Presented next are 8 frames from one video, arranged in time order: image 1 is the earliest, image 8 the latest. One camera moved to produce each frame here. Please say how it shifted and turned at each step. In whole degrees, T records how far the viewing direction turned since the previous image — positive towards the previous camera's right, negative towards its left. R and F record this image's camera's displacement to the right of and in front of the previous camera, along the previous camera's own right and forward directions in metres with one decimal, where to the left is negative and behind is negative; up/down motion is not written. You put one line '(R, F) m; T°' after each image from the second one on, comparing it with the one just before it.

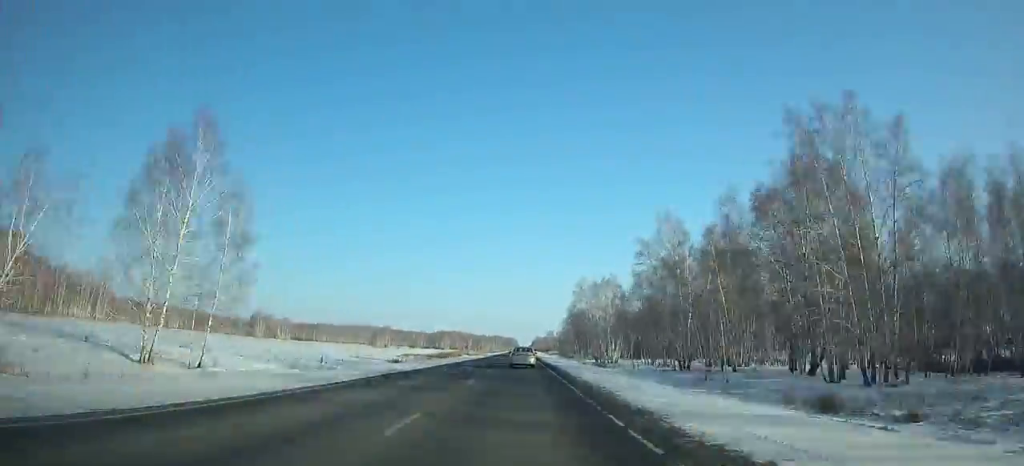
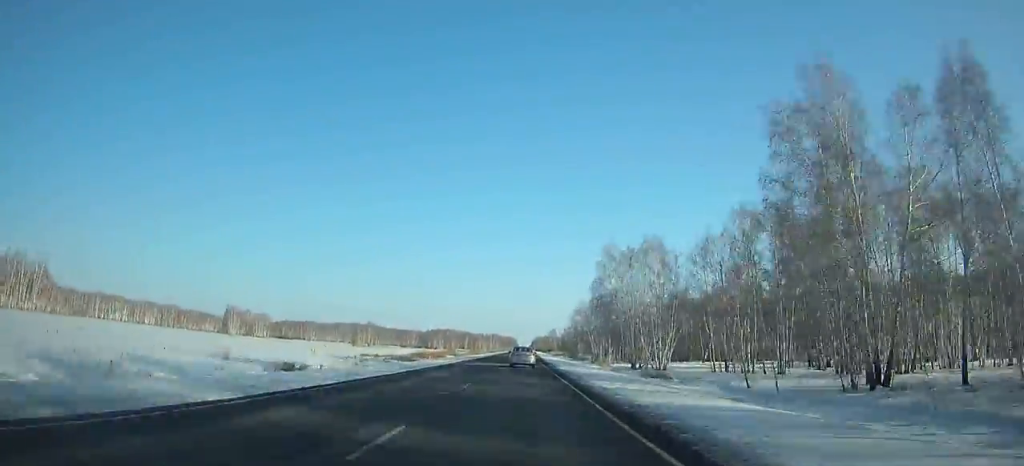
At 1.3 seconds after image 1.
(0.0, +36.7) m; 0°
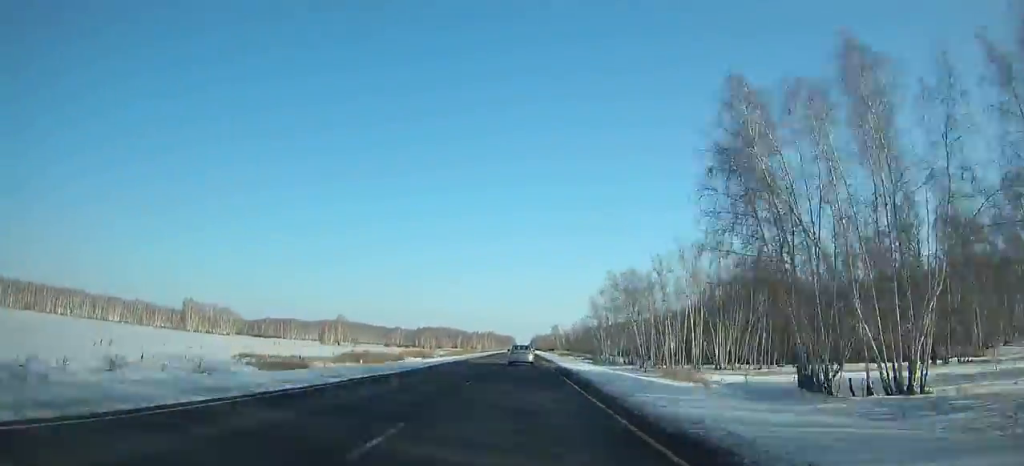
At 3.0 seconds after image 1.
(0.0, +48.6) m; 0°
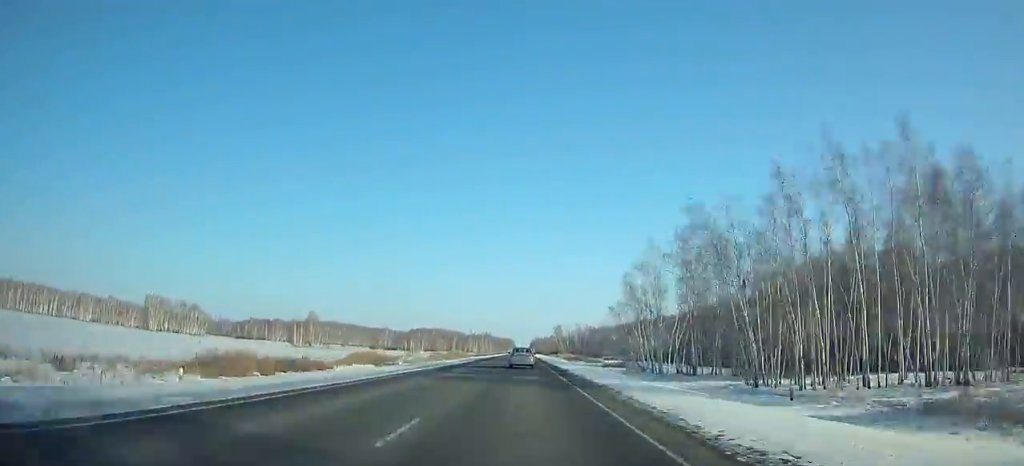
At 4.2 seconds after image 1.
(0.0, +34.5) m; 0°
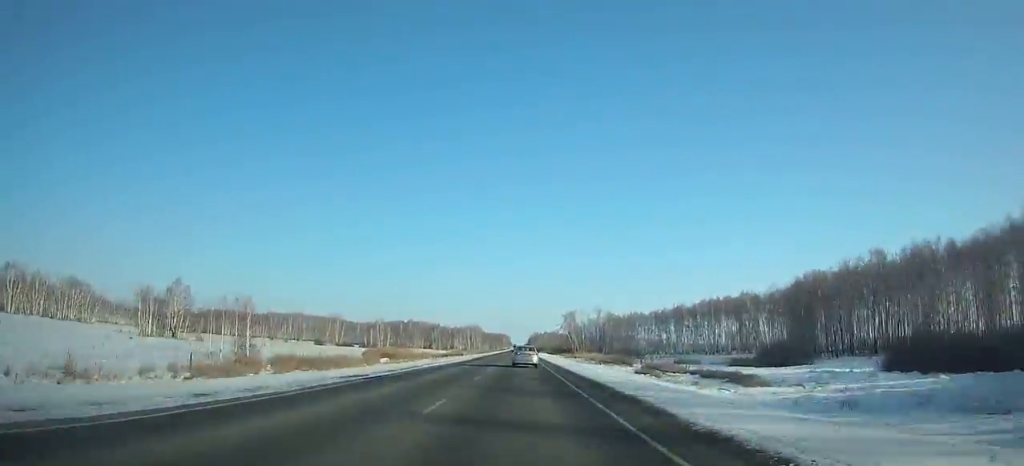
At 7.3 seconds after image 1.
(+0.3, +89.9) m; 0°
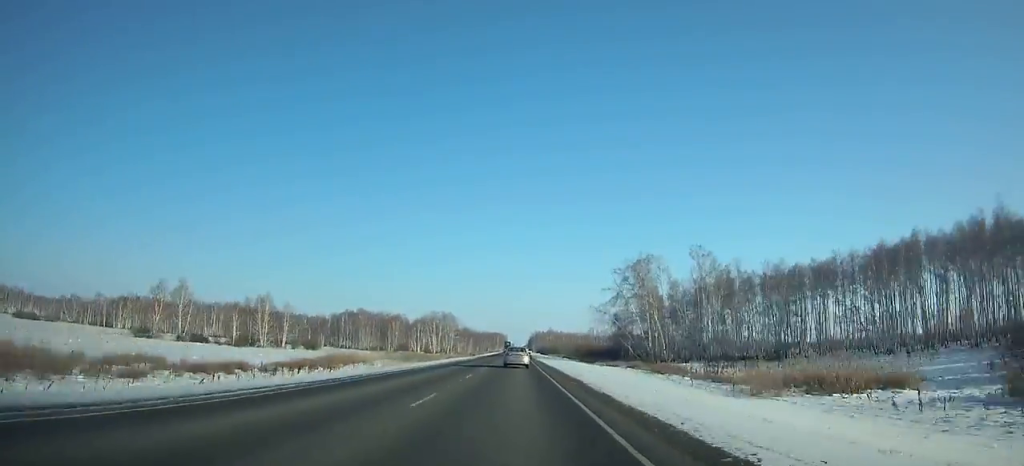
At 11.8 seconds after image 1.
(+0.2, +131.1) m; 0°
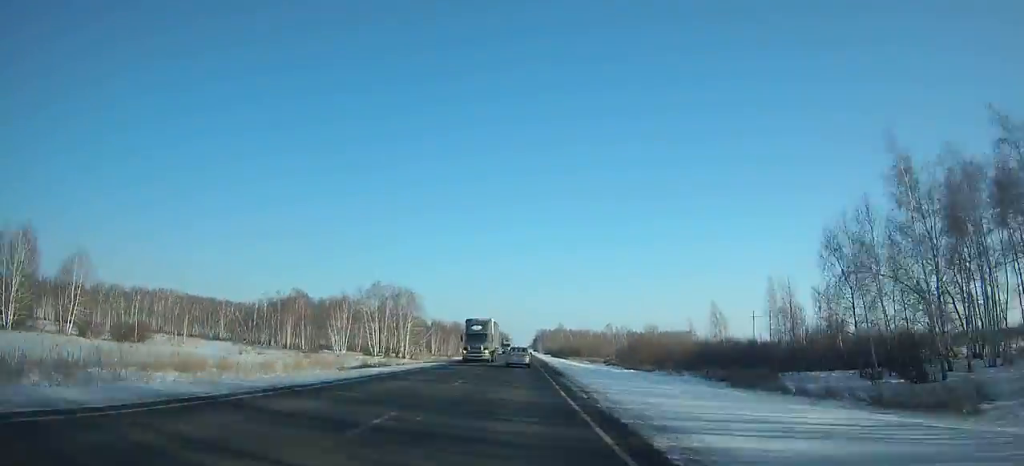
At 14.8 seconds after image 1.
(-0.3, +88.1) m; 0°
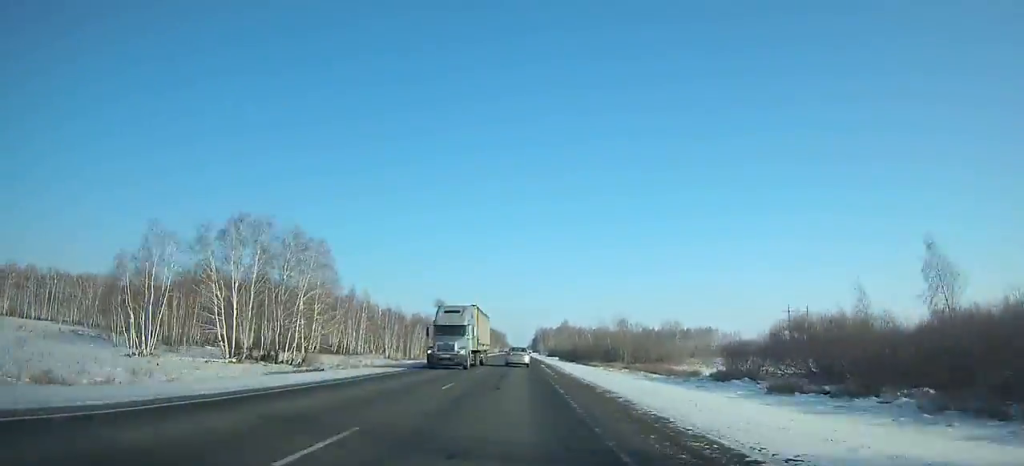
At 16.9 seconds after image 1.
(-0.2, +62.2) m; 0°
